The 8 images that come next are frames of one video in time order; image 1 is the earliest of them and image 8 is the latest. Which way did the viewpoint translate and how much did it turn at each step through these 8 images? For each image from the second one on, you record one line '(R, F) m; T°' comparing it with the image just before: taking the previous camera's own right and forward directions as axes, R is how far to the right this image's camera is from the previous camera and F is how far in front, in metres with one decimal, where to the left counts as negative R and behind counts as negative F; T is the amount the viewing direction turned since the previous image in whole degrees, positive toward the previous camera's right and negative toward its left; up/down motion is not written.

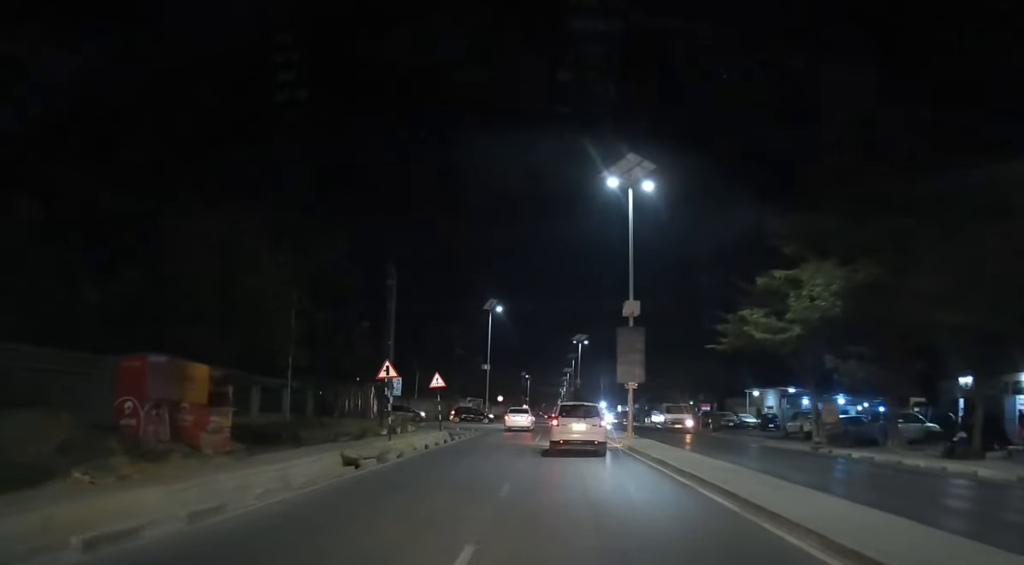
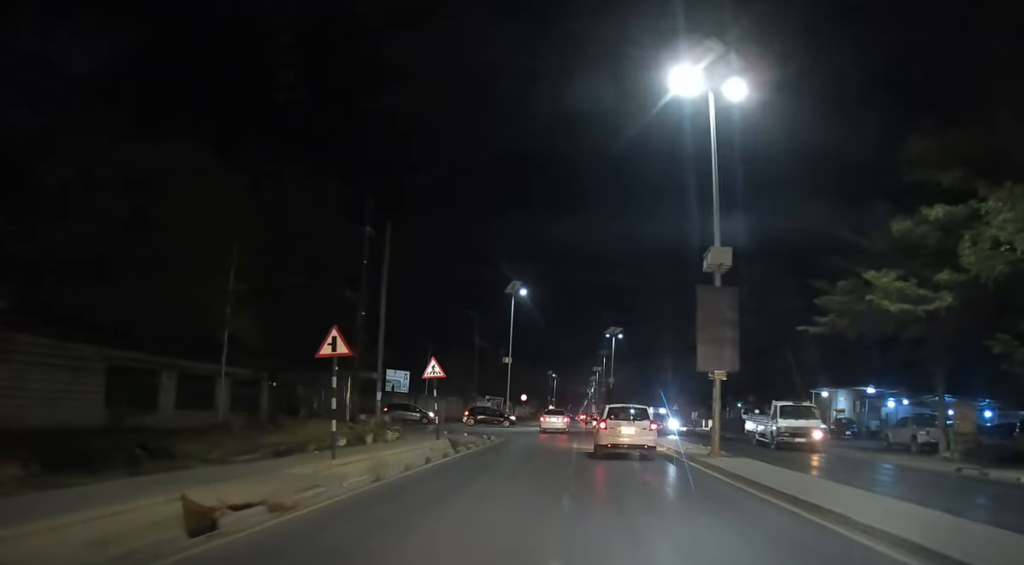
(-0.3, +10.8) m; -1°
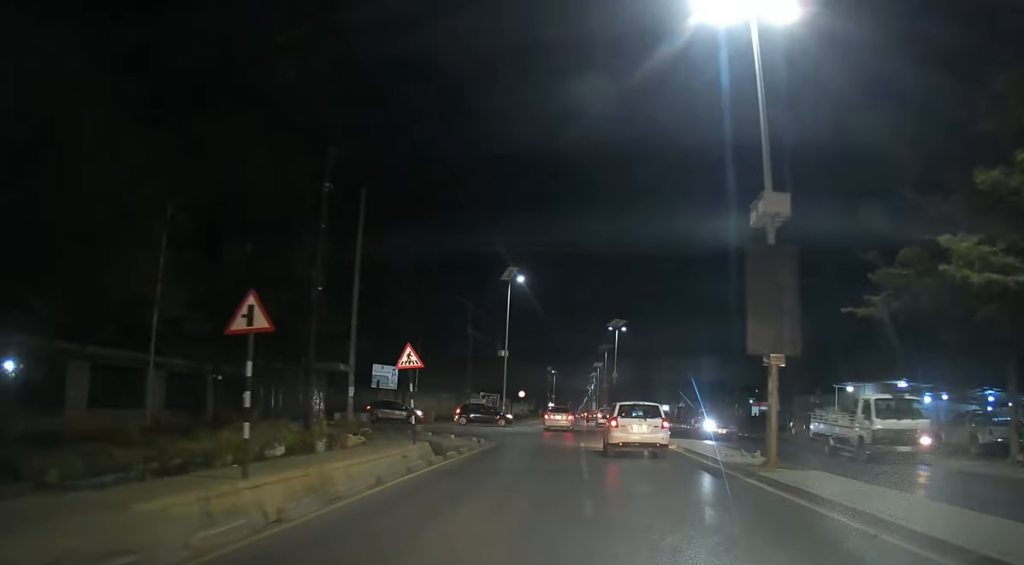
(0.0, +5.1) m; +1°
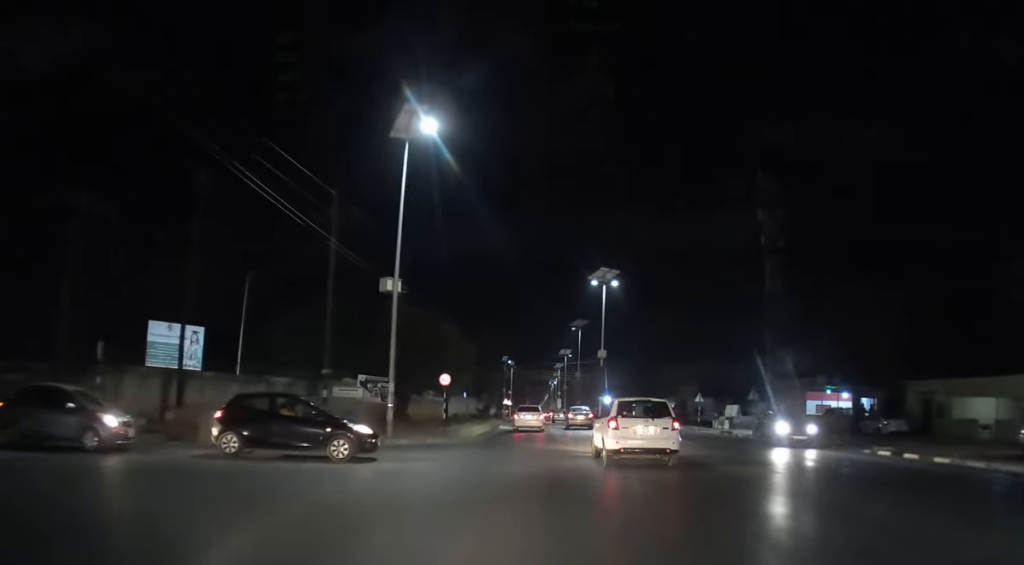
(+1.1, +31.3) m; +2°
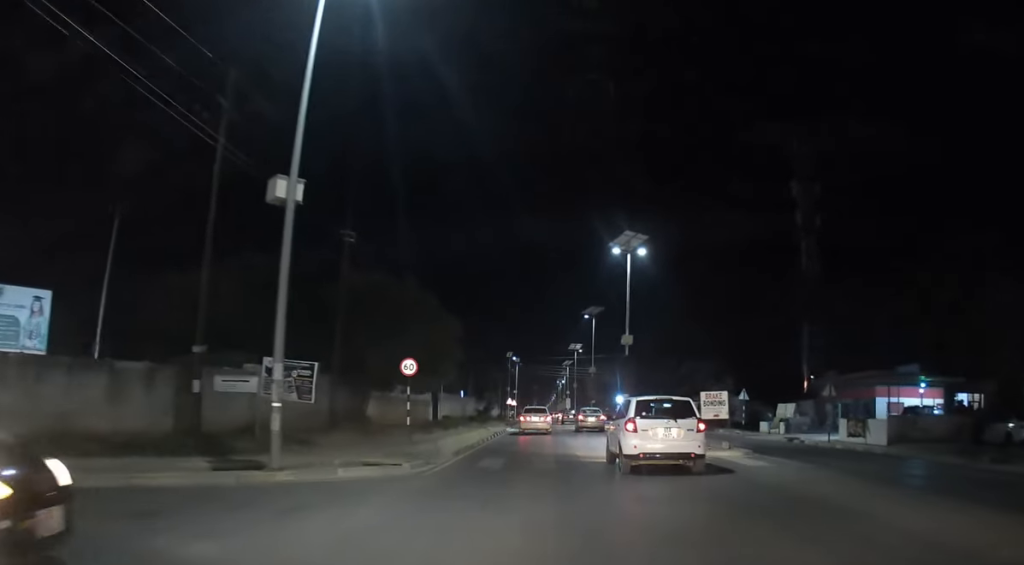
(0.0, +11.9) m; -1°
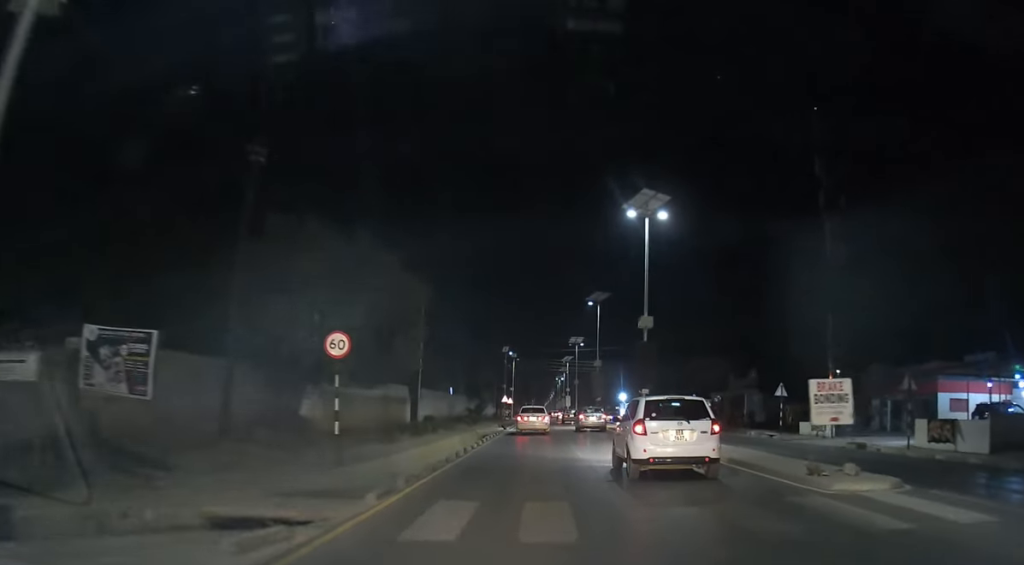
(-0.1, +8.6) m; 0°
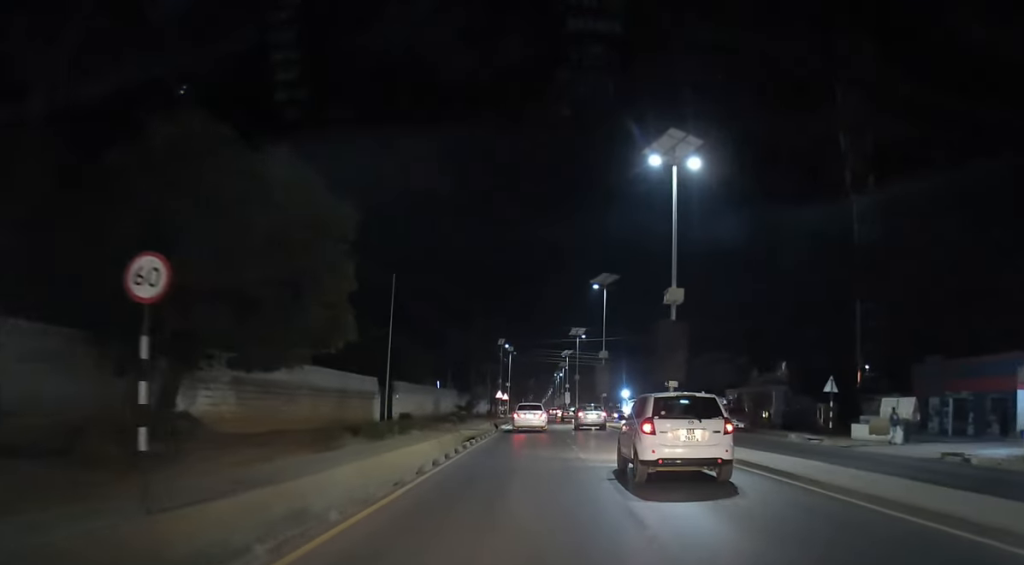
(-0.1, +8.1) m; +1°
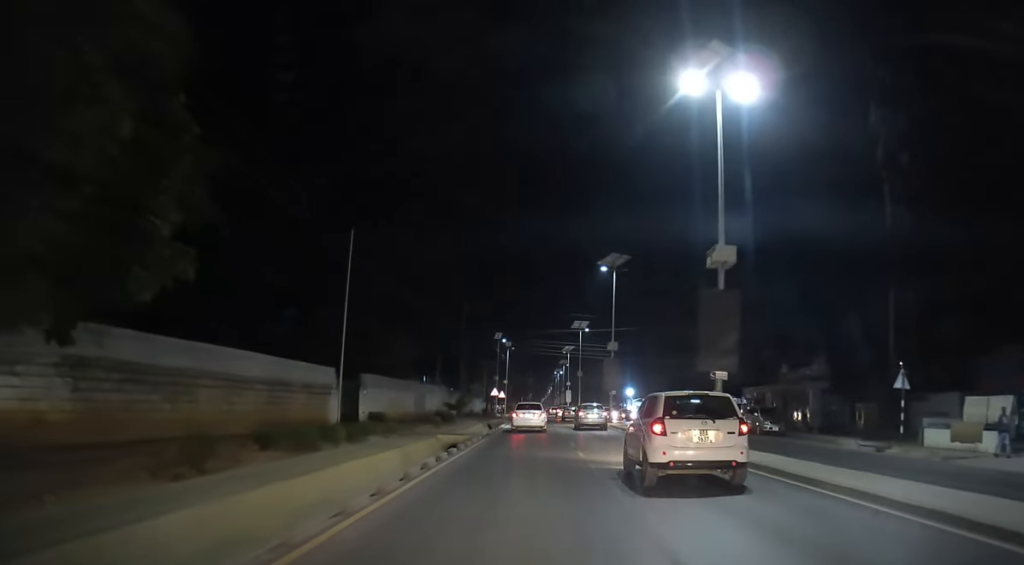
(+0.2, +7.6) m; 0°
